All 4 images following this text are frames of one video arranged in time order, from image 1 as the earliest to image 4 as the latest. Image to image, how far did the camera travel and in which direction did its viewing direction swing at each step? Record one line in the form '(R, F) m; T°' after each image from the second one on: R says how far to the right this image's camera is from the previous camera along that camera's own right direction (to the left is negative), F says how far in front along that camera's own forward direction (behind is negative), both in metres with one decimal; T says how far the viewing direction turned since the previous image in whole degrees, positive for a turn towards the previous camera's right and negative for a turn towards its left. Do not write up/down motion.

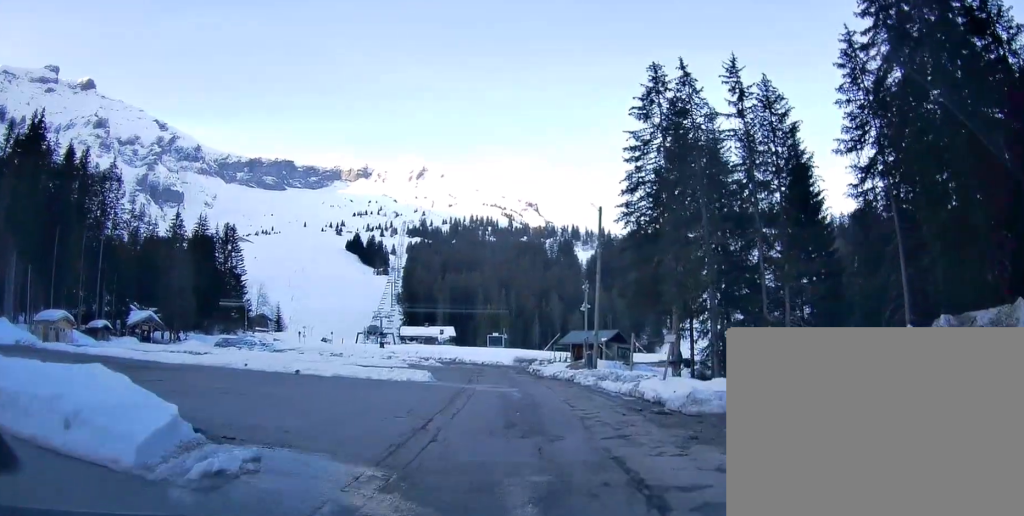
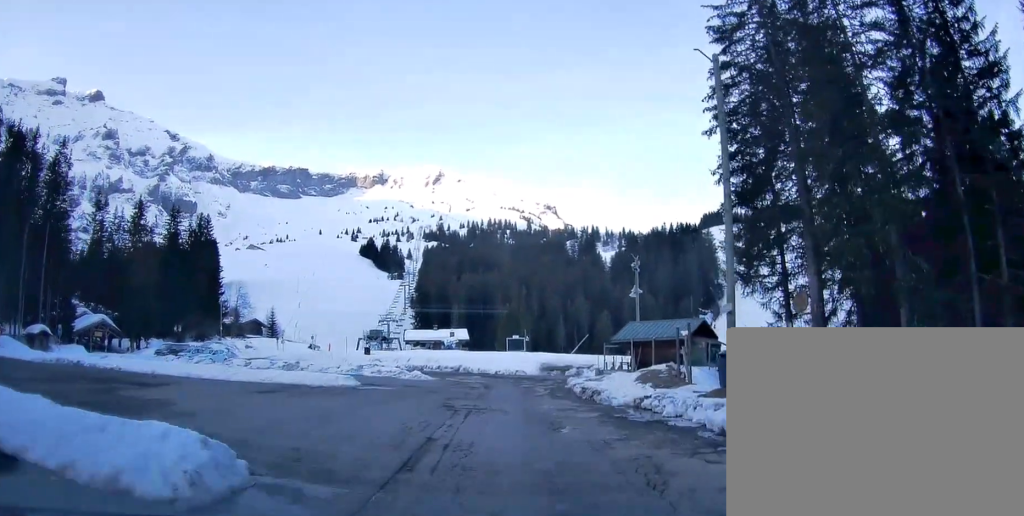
(-1.2, +19.6) m; -5°
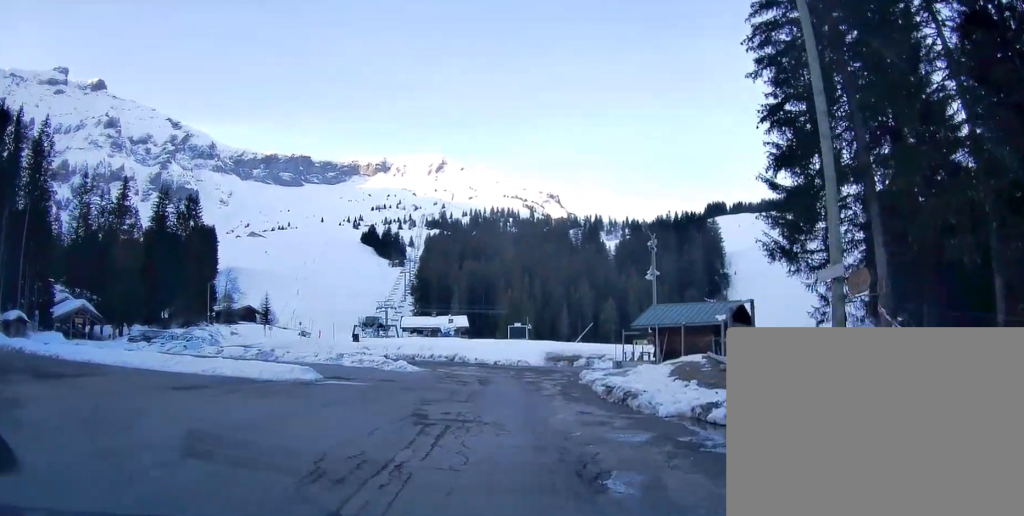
(0.0, +5.5) m; +2°
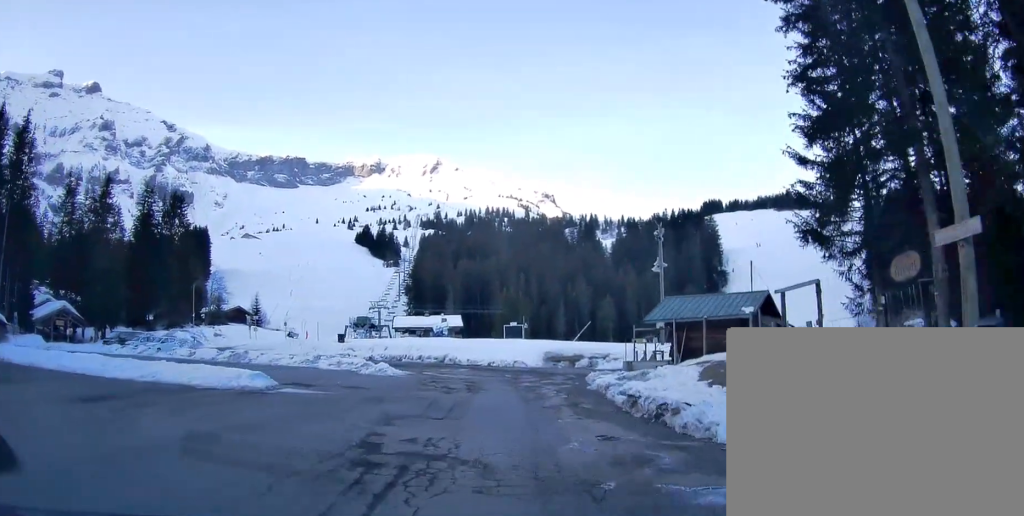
(+0.1, +3.8) m; 0°
